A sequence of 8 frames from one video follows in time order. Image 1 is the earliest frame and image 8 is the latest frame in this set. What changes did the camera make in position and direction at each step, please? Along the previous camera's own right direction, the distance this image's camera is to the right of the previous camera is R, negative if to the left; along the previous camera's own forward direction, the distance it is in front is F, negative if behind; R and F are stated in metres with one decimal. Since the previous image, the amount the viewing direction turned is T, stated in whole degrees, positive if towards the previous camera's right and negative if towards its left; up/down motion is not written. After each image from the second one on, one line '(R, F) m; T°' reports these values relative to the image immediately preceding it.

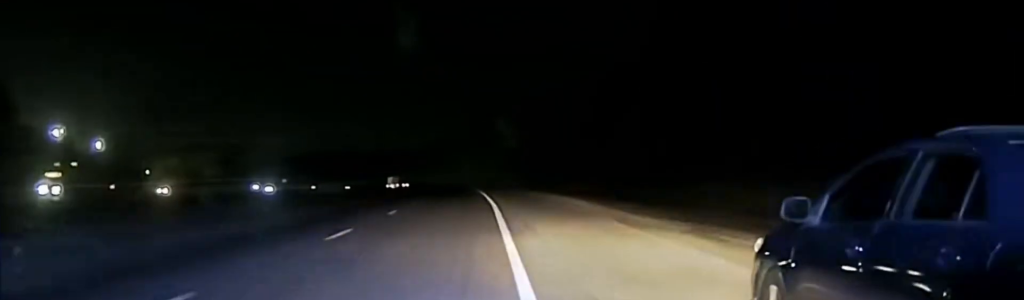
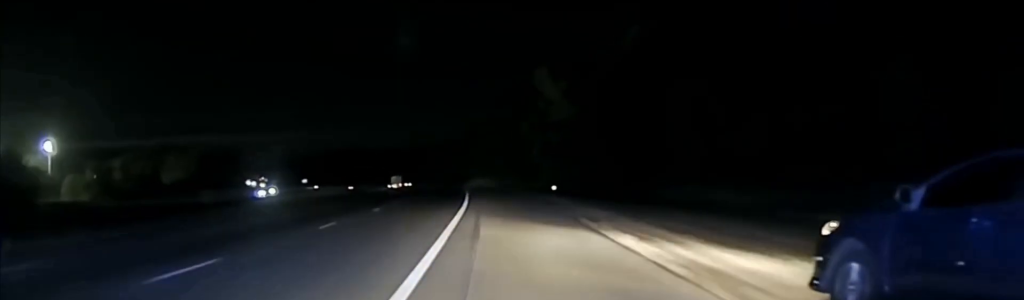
(-2.3, +68.2) m; -3°
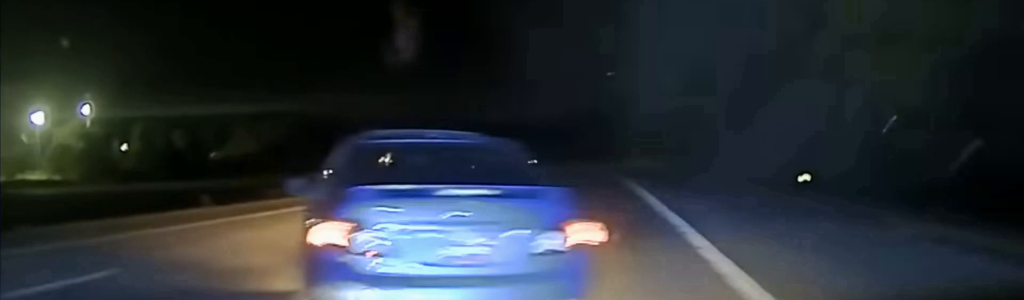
(-2.9, +65.8) m; -6°
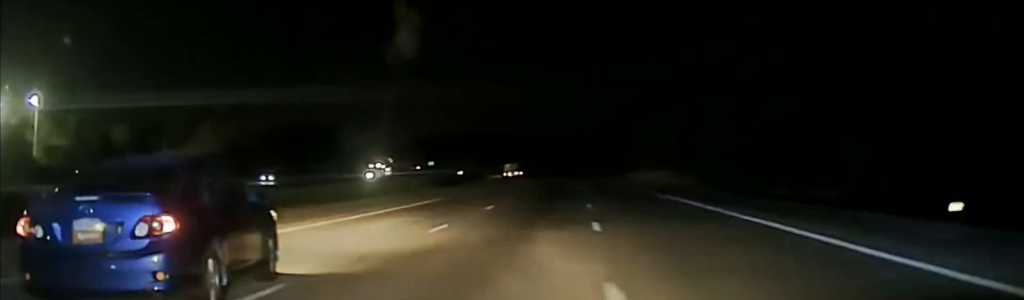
(-0.8, +26.4) m; -2°
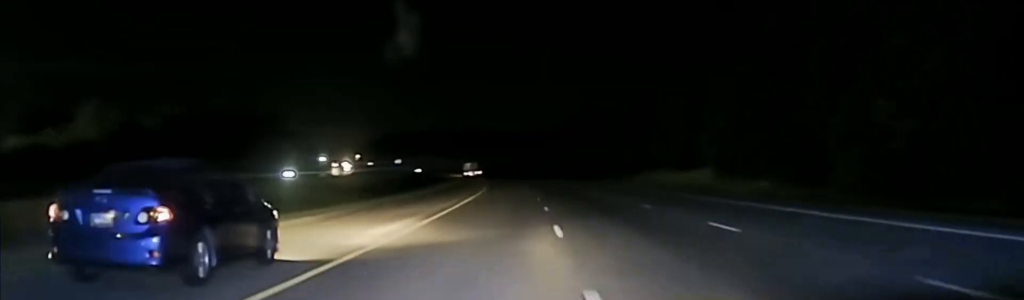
(-1.3, +49.5) m; -2°
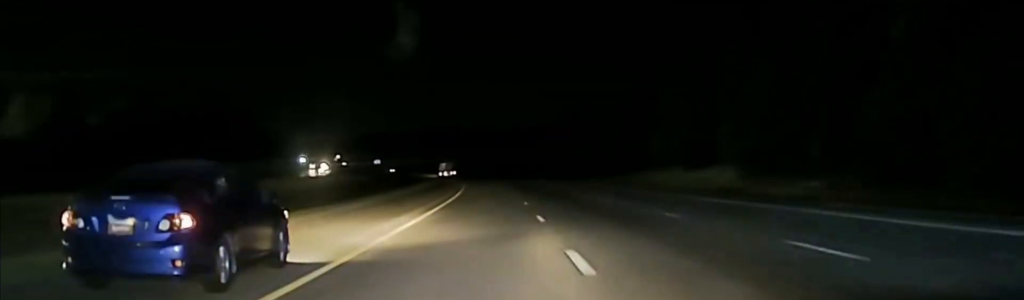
(-0.1, +17.8) m; 0°
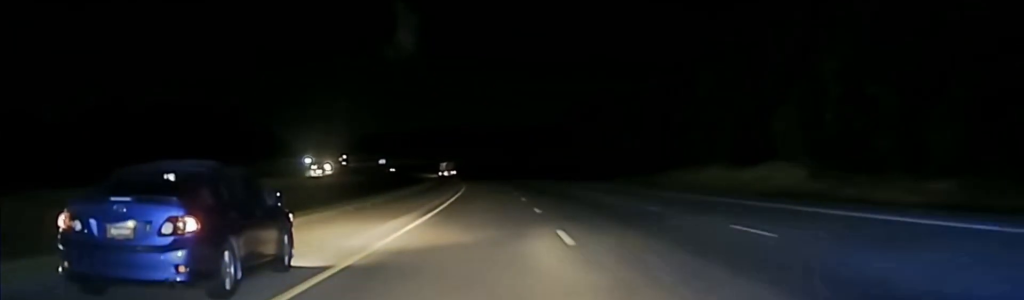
(-0.3, +18.5) m; +1°
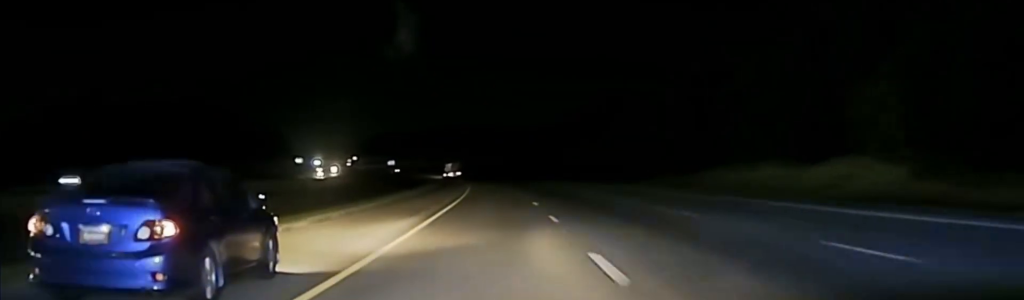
(+0.4, +16.1) m; 0°
